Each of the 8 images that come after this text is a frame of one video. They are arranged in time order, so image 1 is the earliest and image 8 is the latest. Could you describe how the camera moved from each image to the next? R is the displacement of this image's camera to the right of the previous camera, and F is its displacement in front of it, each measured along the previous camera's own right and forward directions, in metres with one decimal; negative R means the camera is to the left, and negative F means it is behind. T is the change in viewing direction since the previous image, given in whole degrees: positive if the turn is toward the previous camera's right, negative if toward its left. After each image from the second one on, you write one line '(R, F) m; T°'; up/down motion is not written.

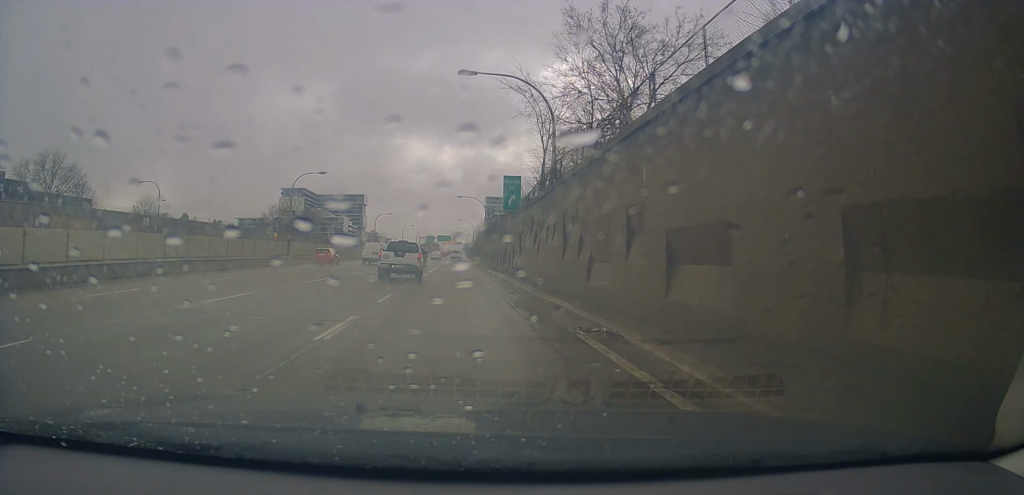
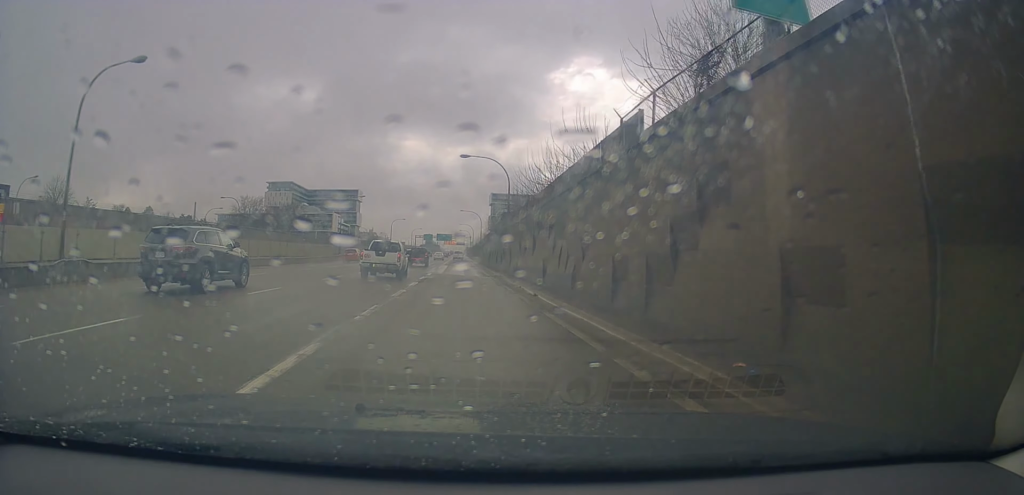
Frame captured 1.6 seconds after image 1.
(+0.2, +32.7) m; +1°
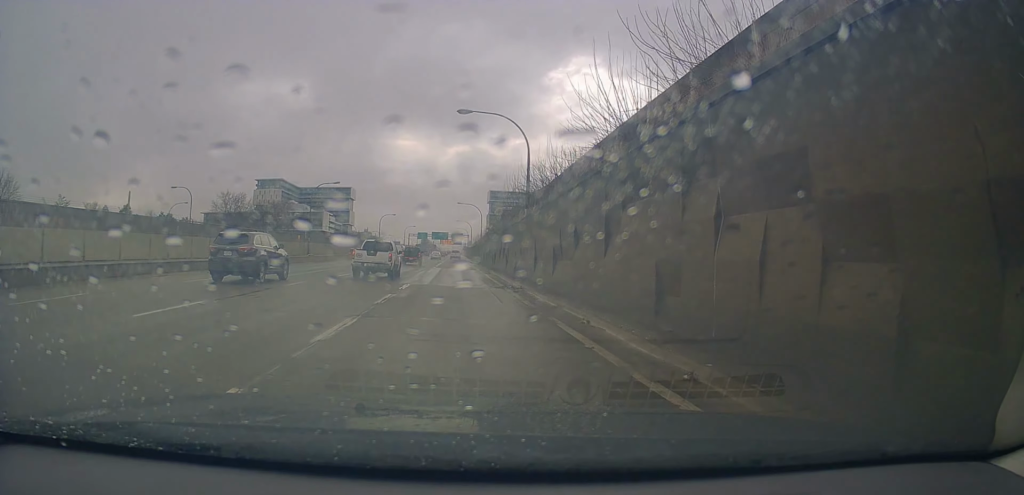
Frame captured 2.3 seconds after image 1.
(+0.2, +14.1) m; 0°
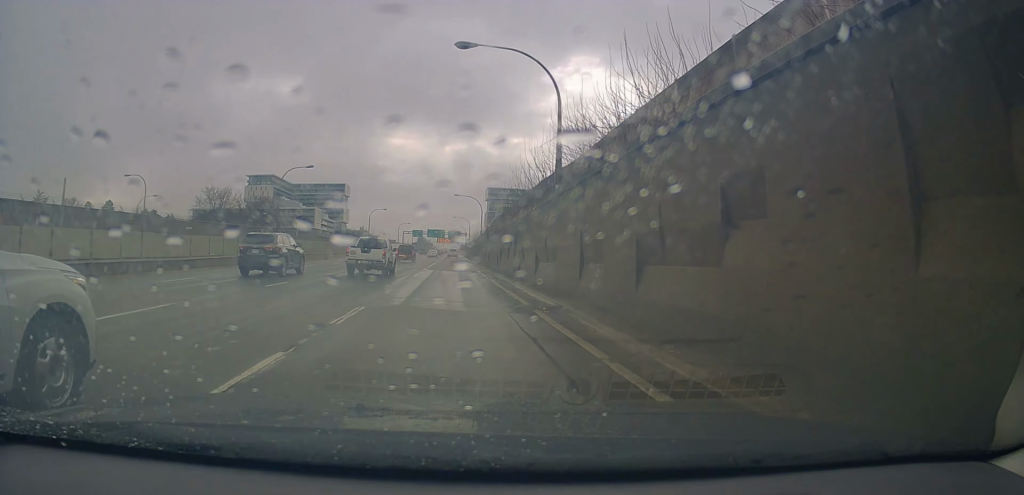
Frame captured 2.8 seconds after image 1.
(-0.1, +10.5) m; 0°
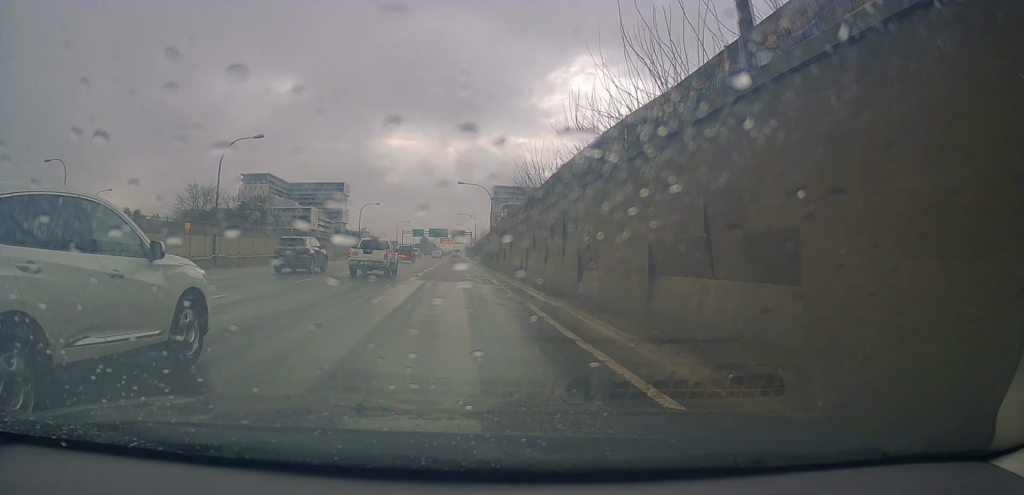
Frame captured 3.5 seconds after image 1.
(-0.1, +14.1) m; 0°
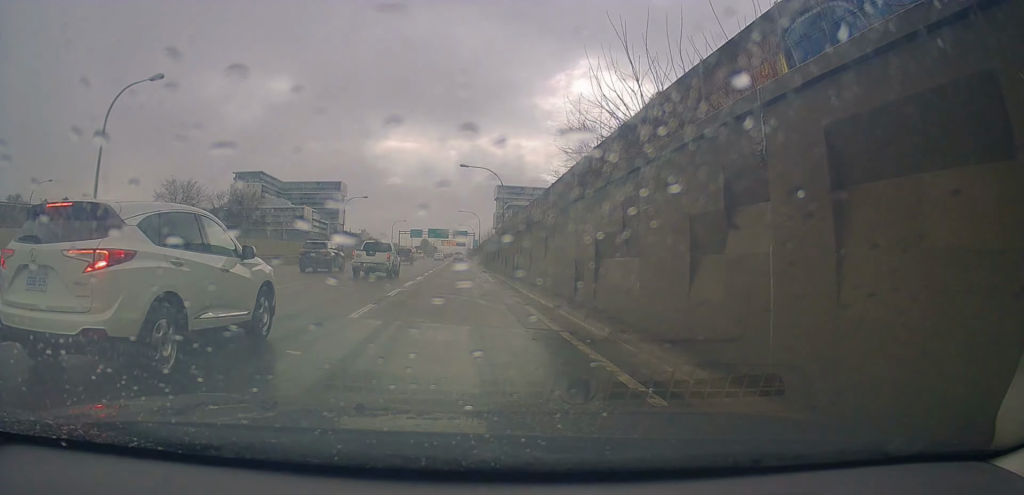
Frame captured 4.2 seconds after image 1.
(0.0, +14.5) m; 0°
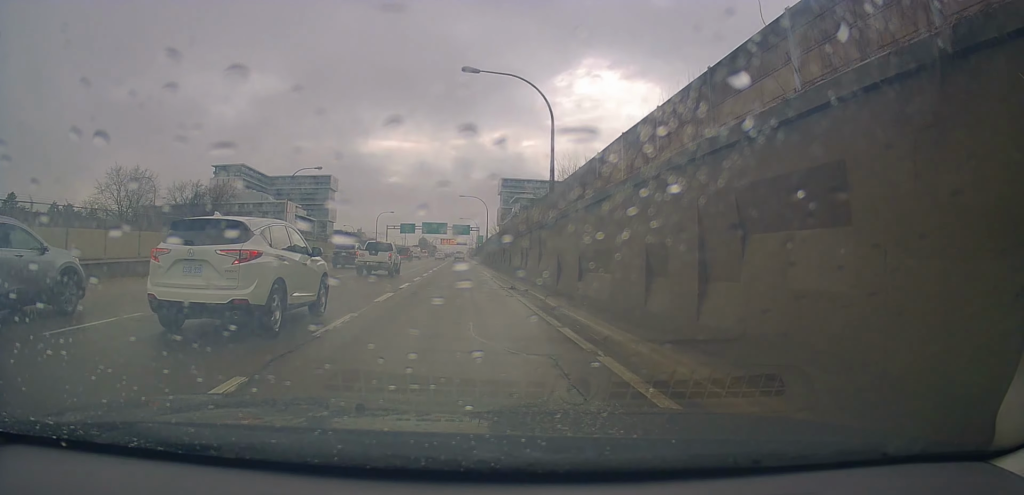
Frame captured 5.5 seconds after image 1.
(-0.1, +26.1) m; 0°
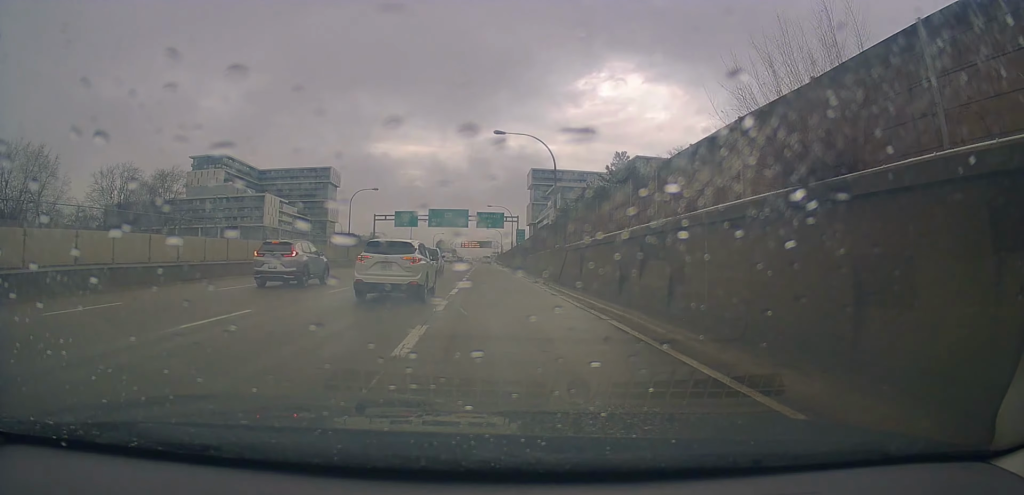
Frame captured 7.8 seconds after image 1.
(-1.2, +42.5) m; -3°
